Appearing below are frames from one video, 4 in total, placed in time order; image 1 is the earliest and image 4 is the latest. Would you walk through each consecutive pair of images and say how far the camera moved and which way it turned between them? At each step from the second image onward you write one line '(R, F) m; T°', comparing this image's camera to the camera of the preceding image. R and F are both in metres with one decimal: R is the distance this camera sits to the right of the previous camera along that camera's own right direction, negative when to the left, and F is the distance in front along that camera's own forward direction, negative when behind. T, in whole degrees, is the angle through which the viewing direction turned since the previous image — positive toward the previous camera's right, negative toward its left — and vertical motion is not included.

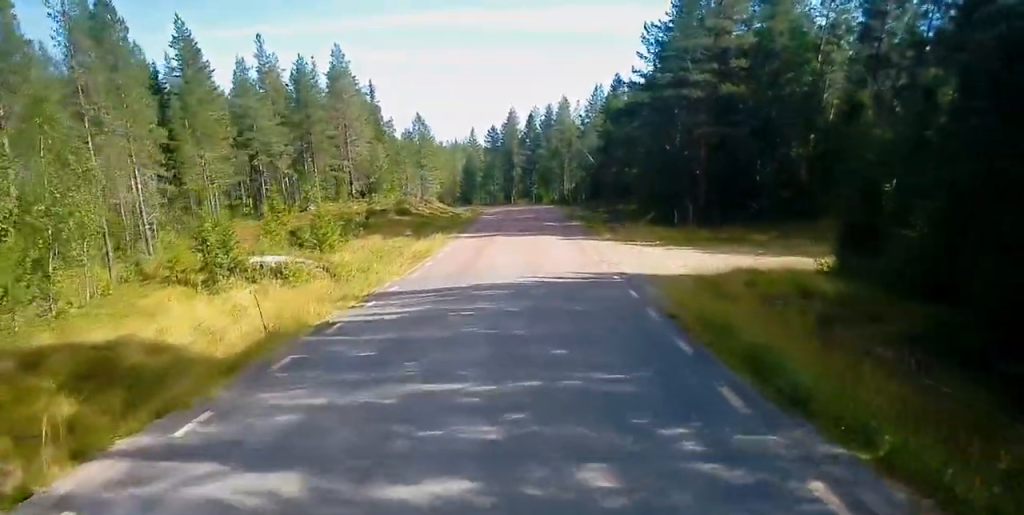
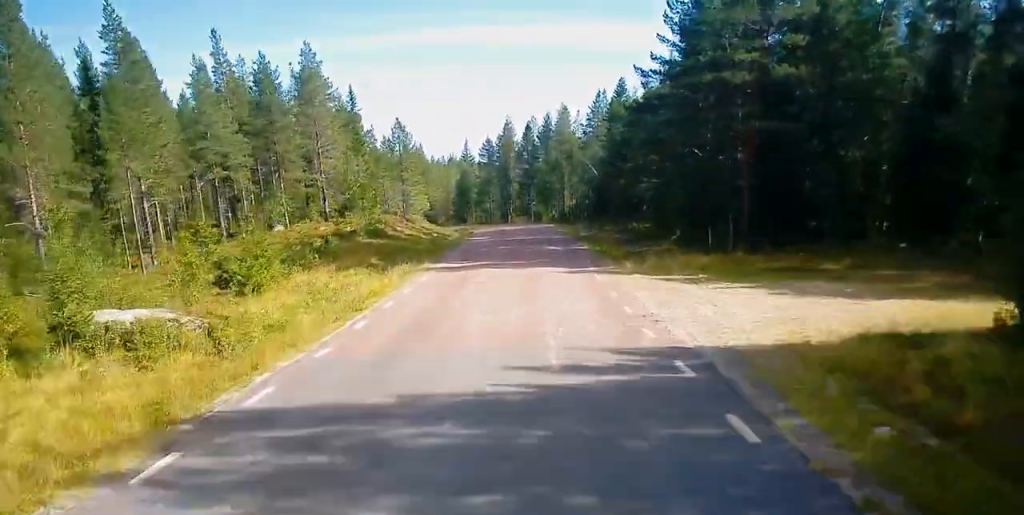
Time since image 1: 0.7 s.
(0.0, +10.1) m; 0°
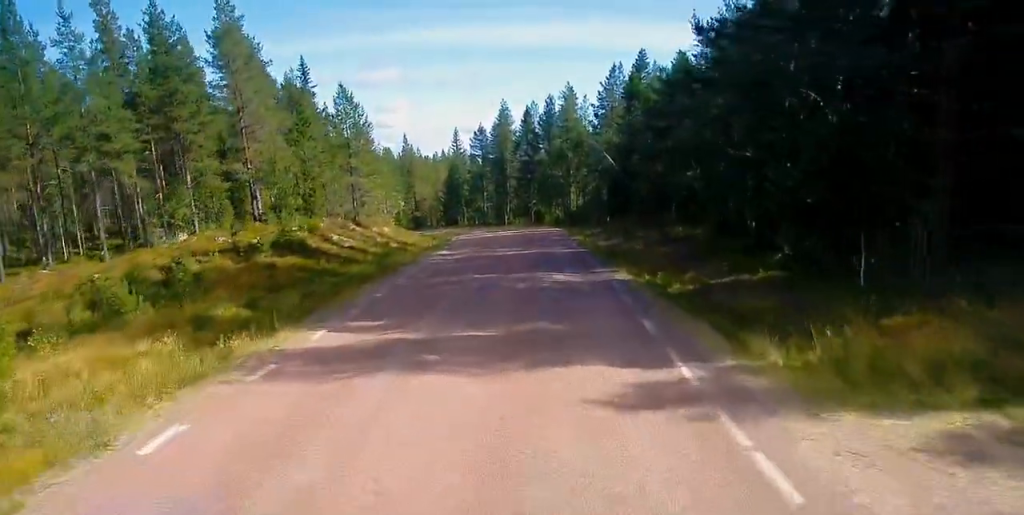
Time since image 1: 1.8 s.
(-0.1, +17.6) m; +1°
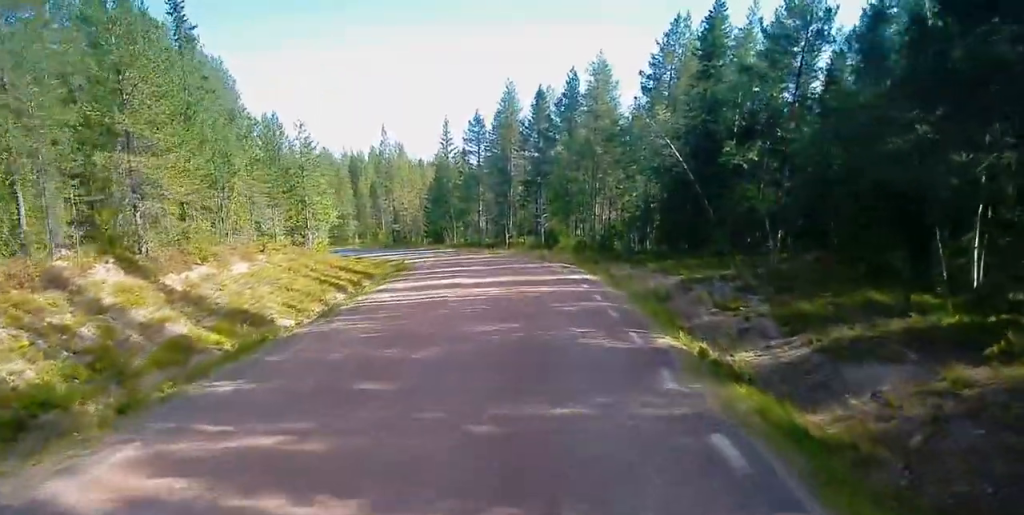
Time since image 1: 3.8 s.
(+0.4, +27.6) m; -1°
